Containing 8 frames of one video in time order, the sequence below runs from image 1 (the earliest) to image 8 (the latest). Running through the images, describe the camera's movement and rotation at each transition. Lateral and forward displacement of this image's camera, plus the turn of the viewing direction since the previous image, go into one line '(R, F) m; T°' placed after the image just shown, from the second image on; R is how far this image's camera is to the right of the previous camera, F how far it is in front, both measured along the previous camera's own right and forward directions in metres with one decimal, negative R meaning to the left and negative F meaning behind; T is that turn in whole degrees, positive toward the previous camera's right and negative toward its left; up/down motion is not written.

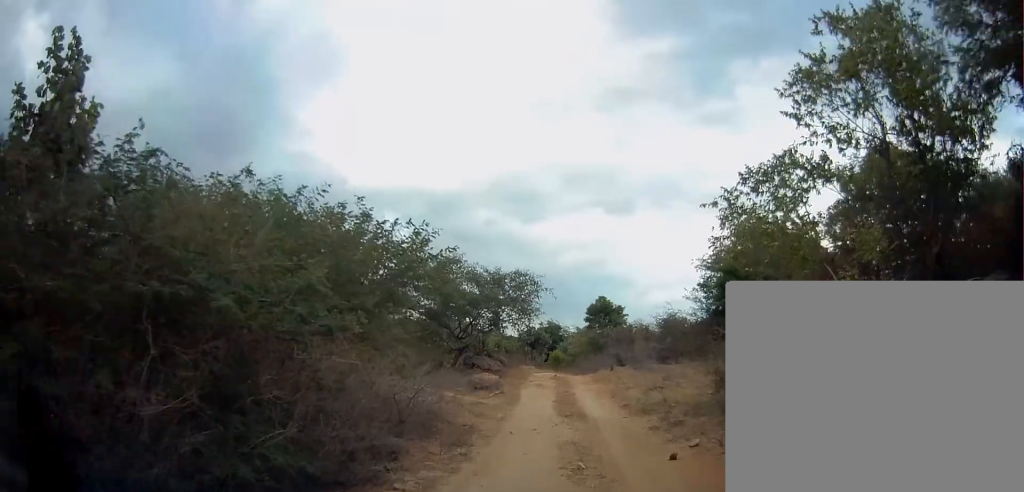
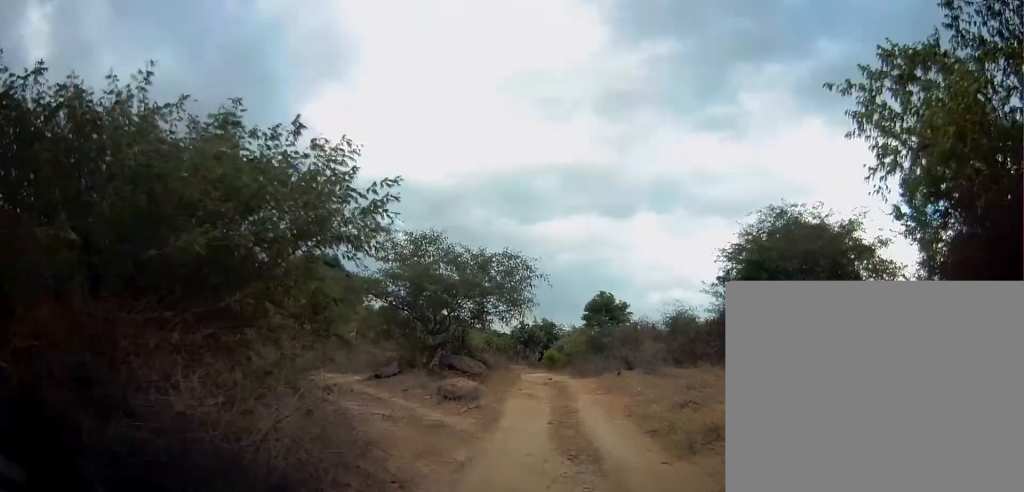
(0.0, +4.5) m; 0°
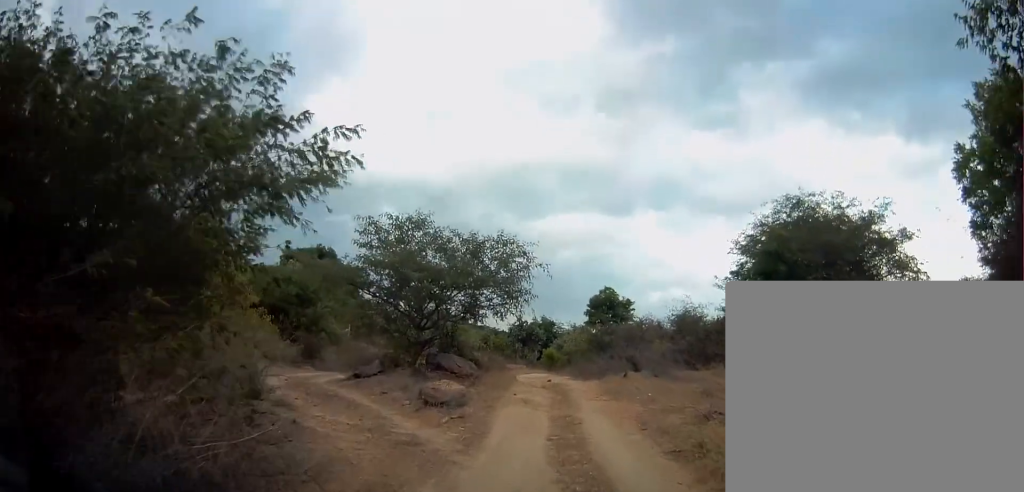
(0.0, +2.0) m; -1°
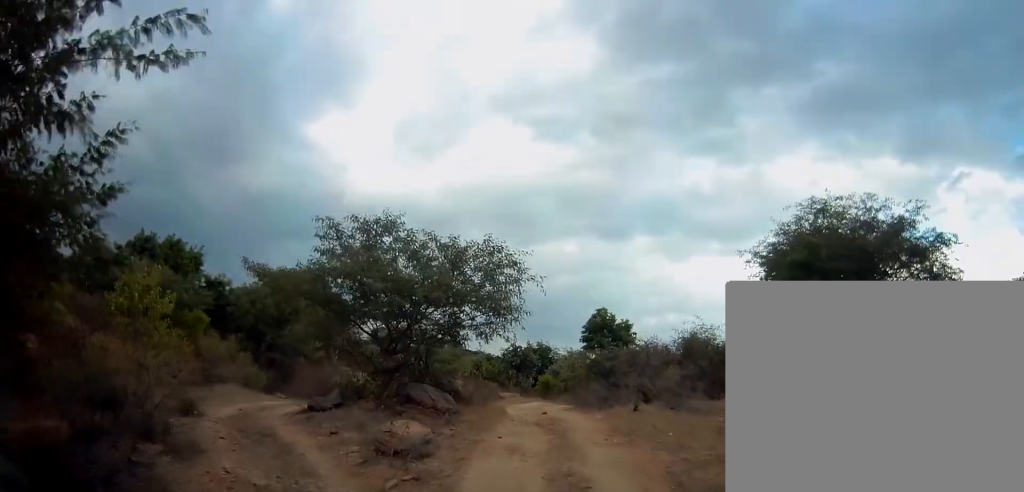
(-0.1, +2.9) m; 0°
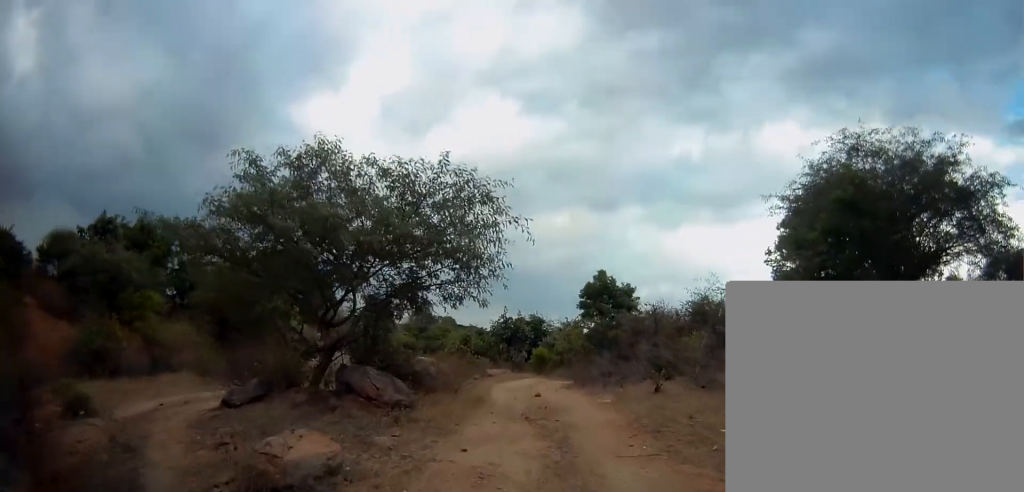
(+0.1, +3.5) m; +4°
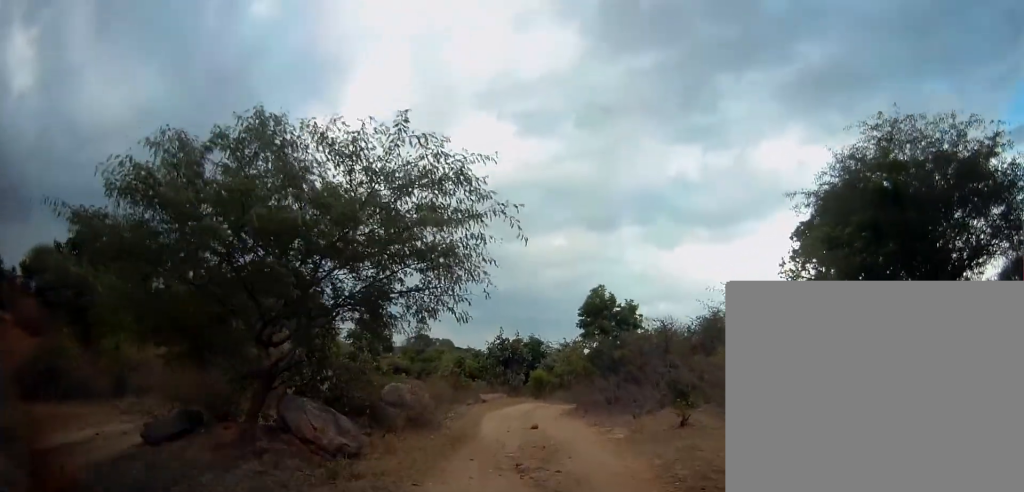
(+0.1, +2.2) m; 0°
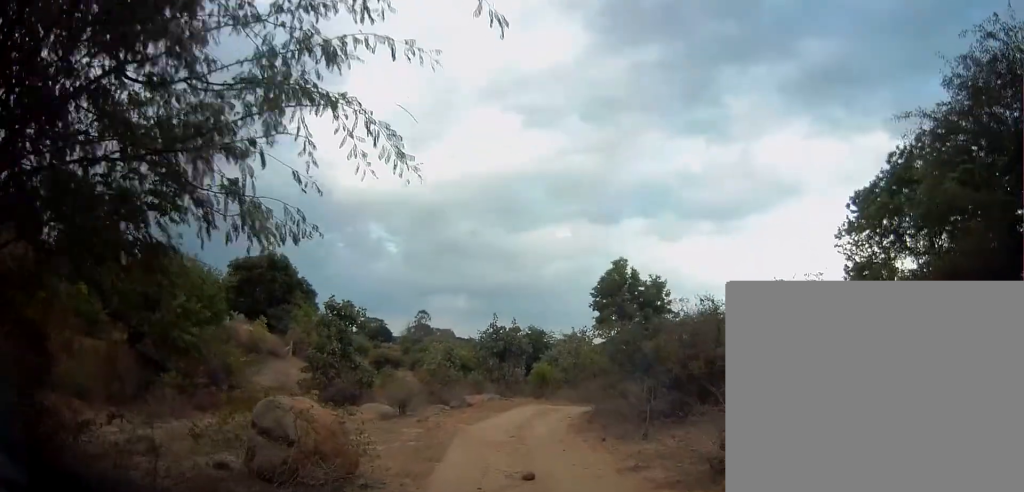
(-0.5, +5.8) m; -10°
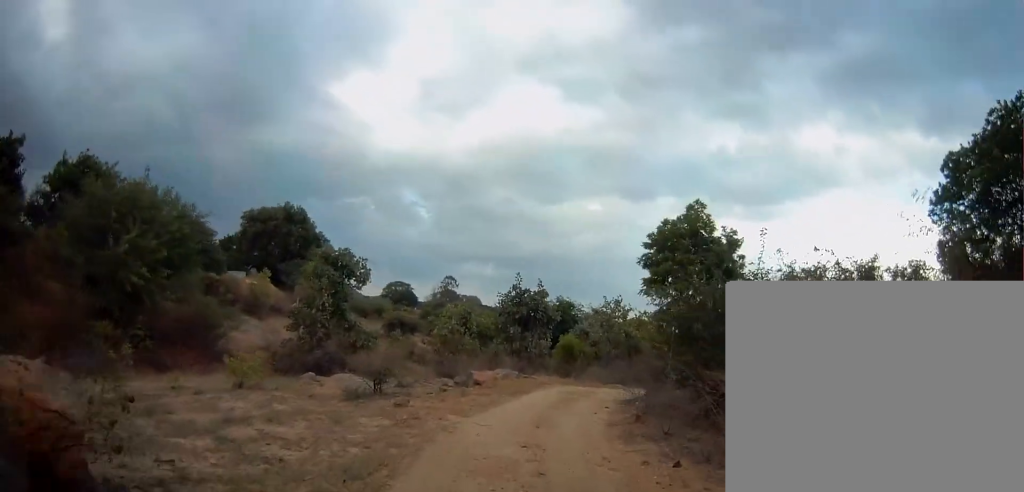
(+0.1, +4.7) m; +3°
